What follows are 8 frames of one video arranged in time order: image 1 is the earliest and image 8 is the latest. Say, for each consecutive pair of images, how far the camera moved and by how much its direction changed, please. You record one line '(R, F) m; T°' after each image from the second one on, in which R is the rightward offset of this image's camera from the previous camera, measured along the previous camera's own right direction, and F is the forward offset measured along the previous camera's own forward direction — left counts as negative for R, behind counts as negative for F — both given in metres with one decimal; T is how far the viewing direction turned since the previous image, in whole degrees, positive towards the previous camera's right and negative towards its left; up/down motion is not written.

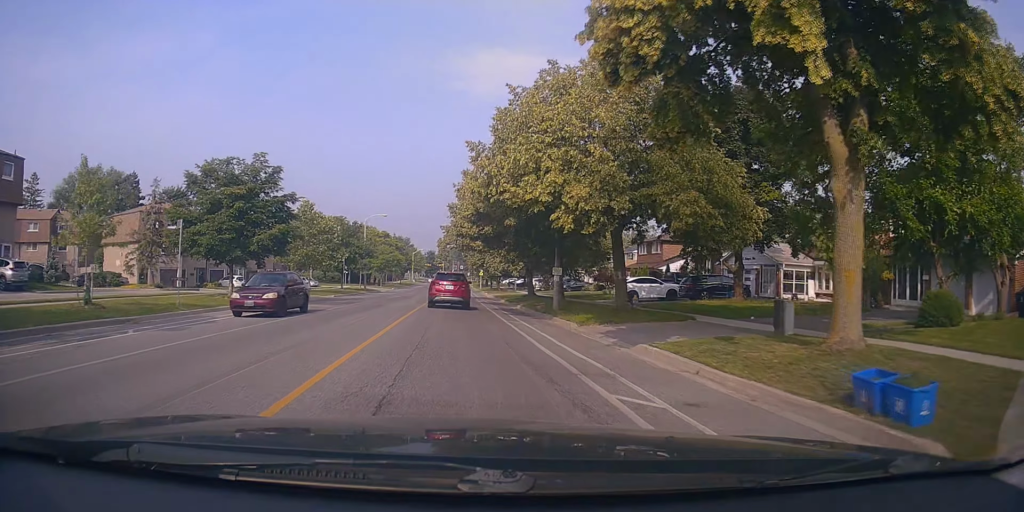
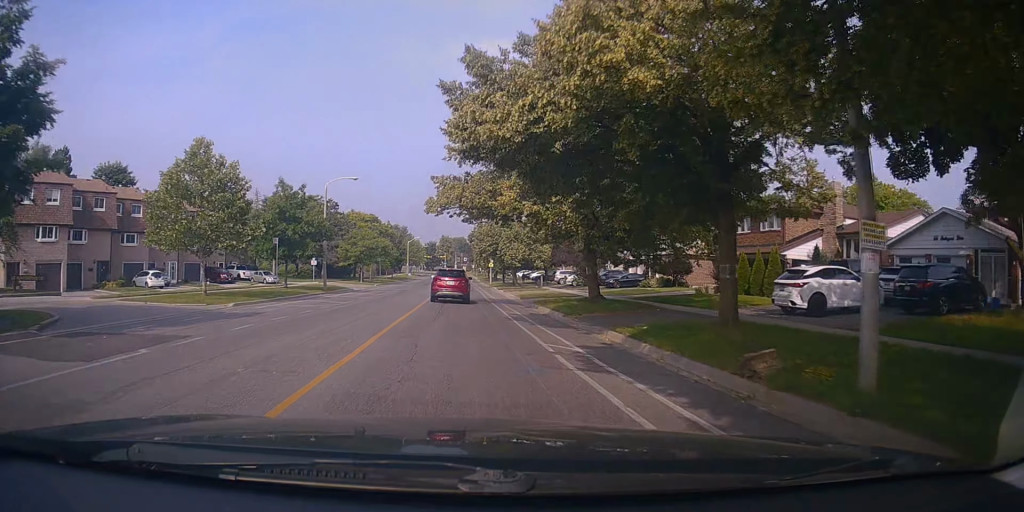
(+0.2, +20.3) m; +2°
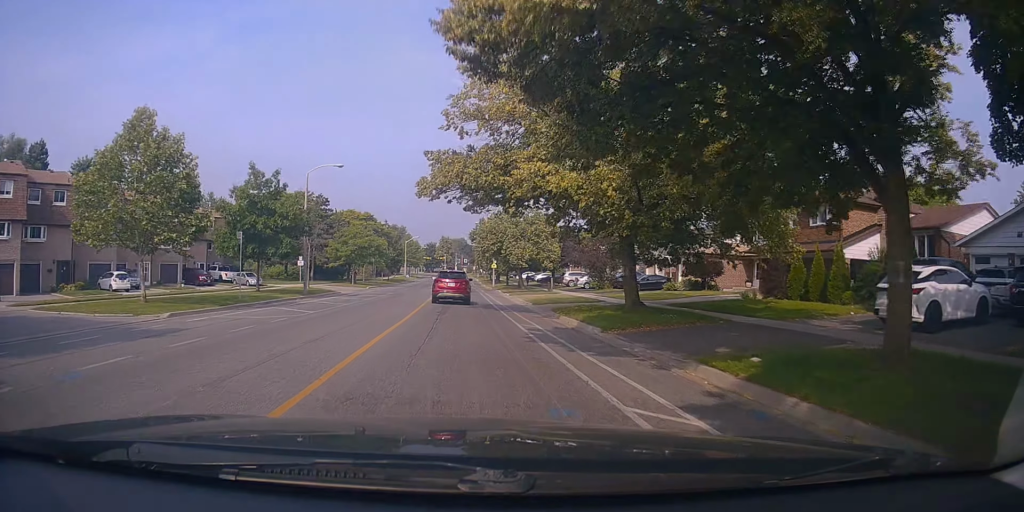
(0.0, +5.6) m; 0°
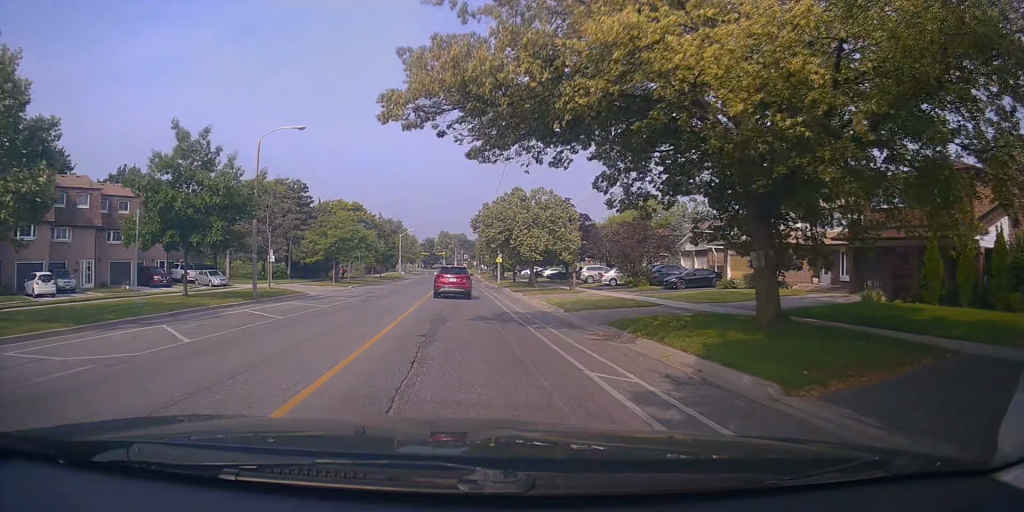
(0.0, +9.2) m; -1°
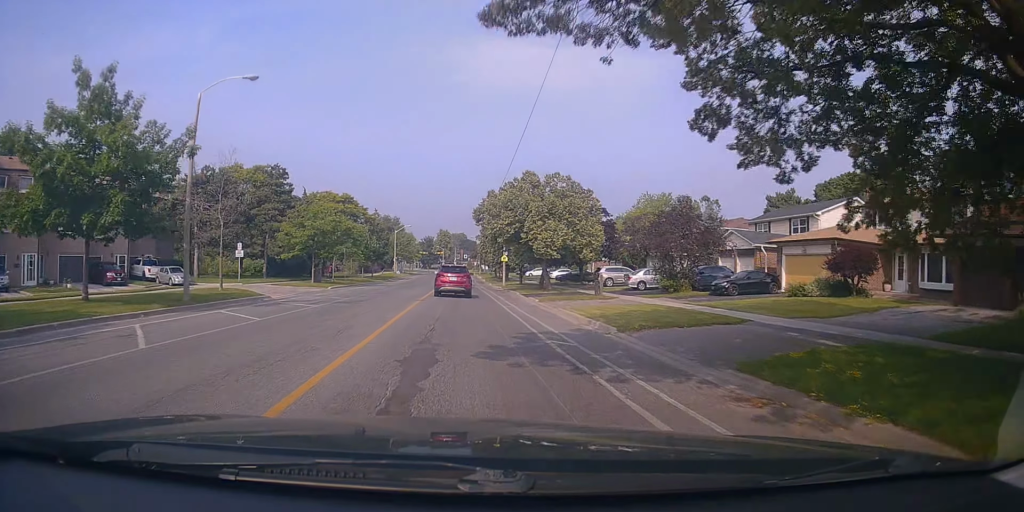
(+0.1, +7.3) m; -1°
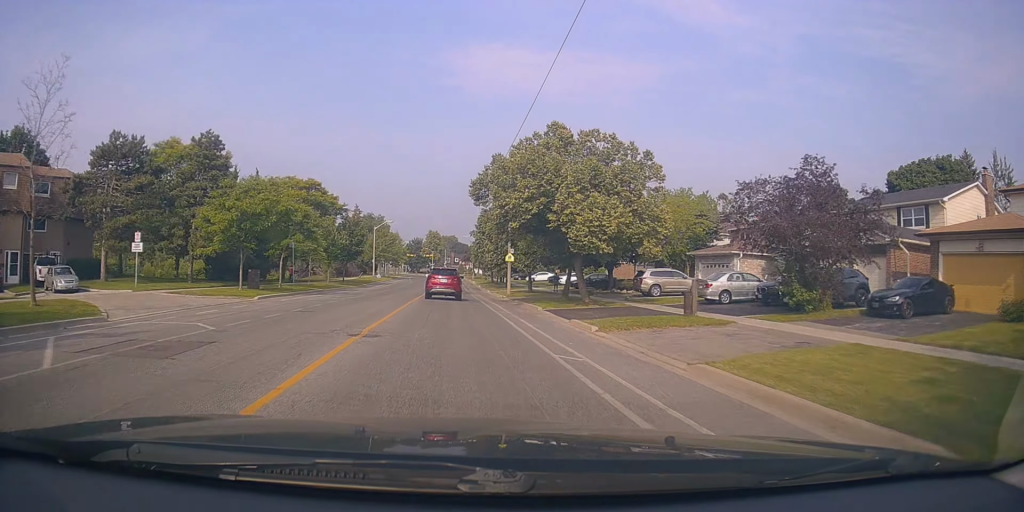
(-0.4, +13.6) m; +1°
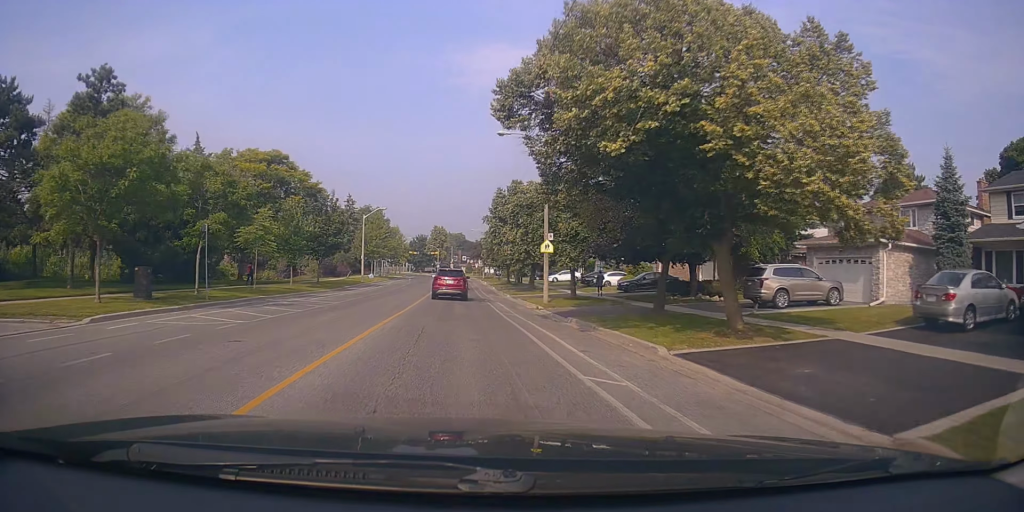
(+0.6, +14.1) m; +2°
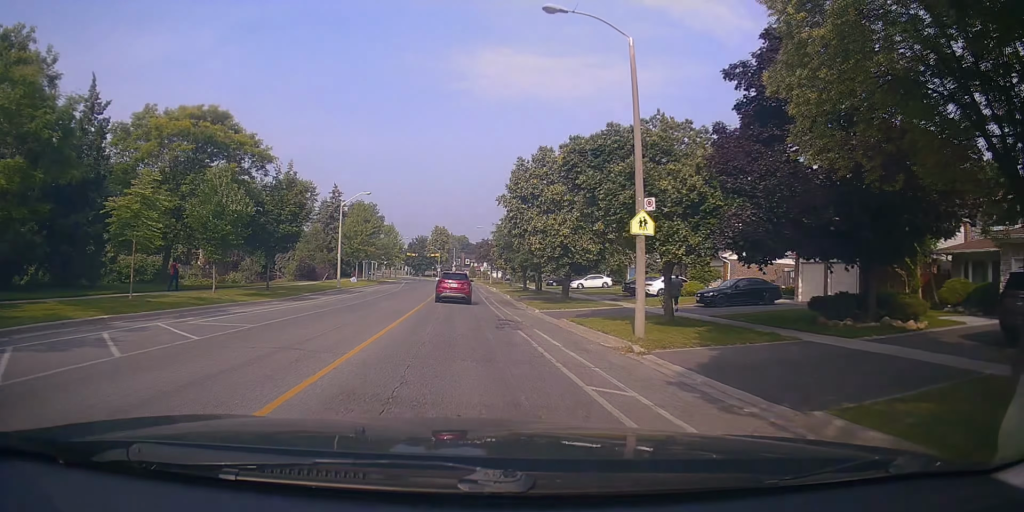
(-0.2, +13.4) m; -2°
